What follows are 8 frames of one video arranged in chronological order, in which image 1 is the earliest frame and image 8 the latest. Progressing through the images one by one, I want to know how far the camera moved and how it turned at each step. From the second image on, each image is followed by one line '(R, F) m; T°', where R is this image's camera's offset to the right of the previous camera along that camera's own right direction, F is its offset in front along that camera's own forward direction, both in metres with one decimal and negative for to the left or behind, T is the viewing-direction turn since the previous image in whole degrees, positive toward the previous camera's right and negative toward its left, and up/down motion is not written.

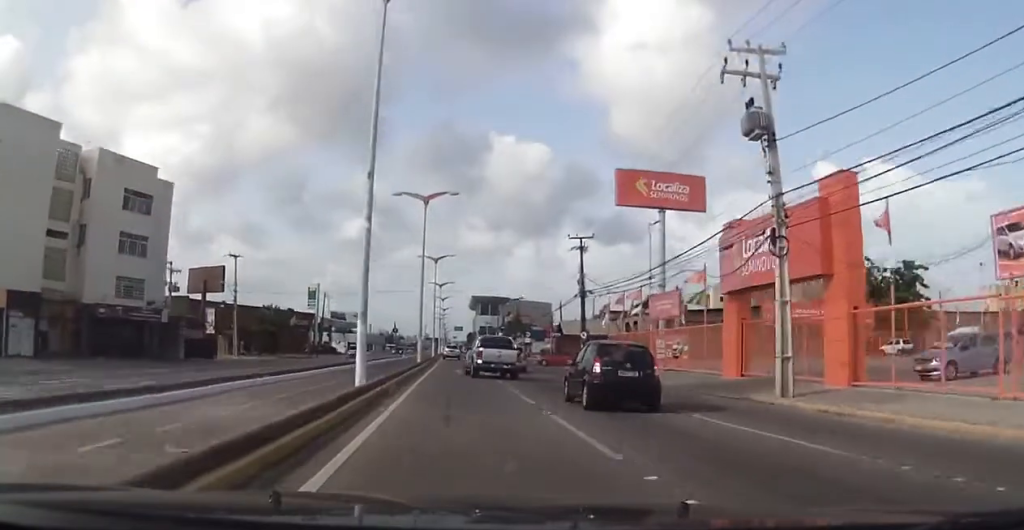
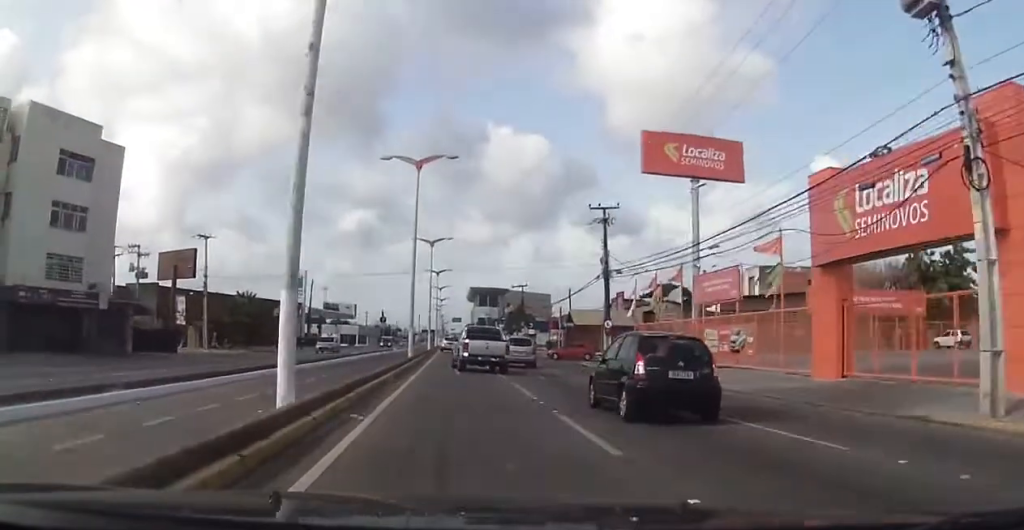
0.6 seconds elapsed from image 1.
(+0.3, +8.5) m; +1°
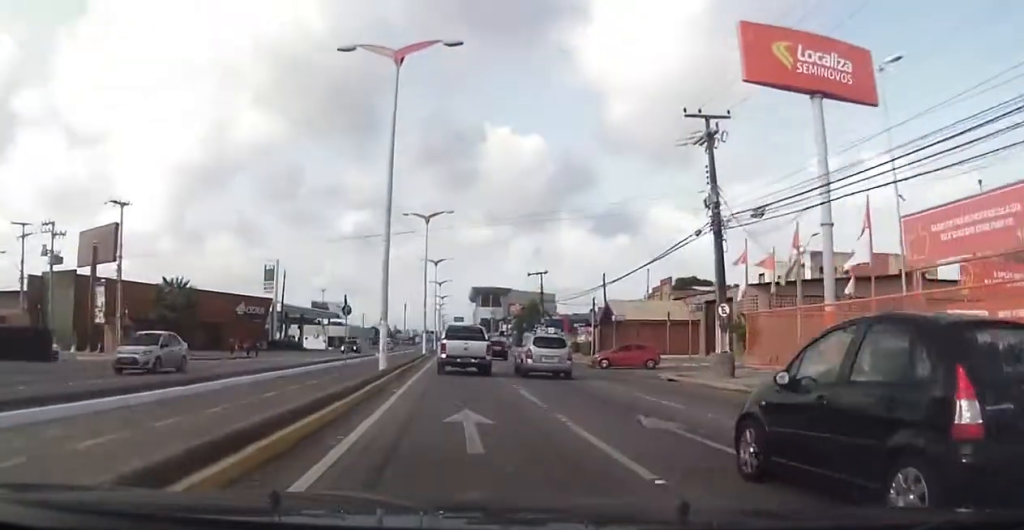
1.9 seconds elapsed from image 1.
(+0.3, +18.5) m; +1°
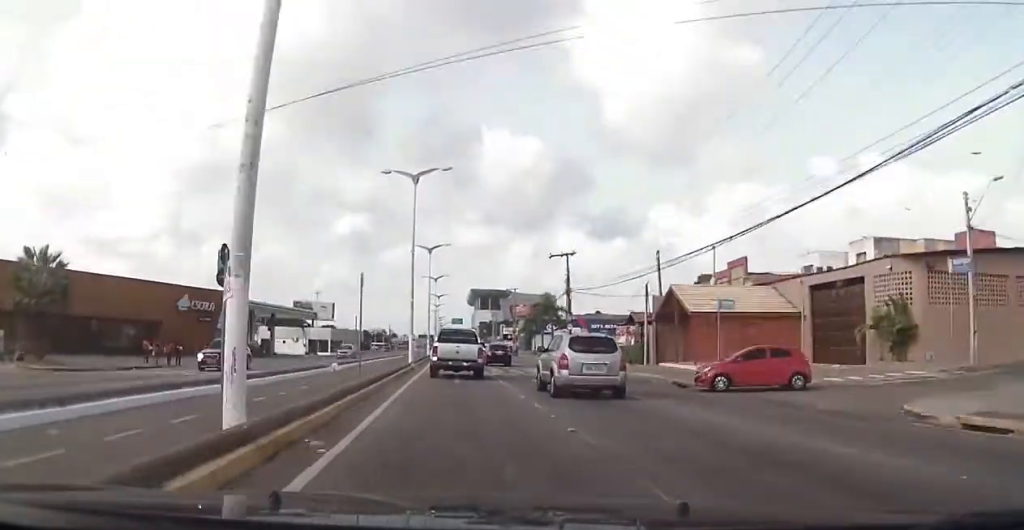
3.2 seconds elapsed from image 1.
(-0.1, +17.8) m; 0°
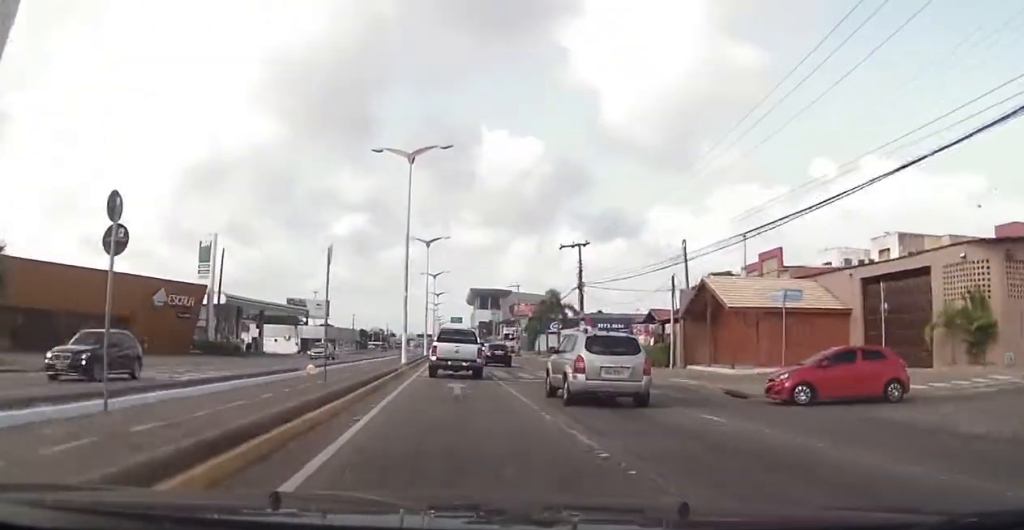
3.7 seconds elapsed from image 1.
(0.0, +5.5) m; +1°
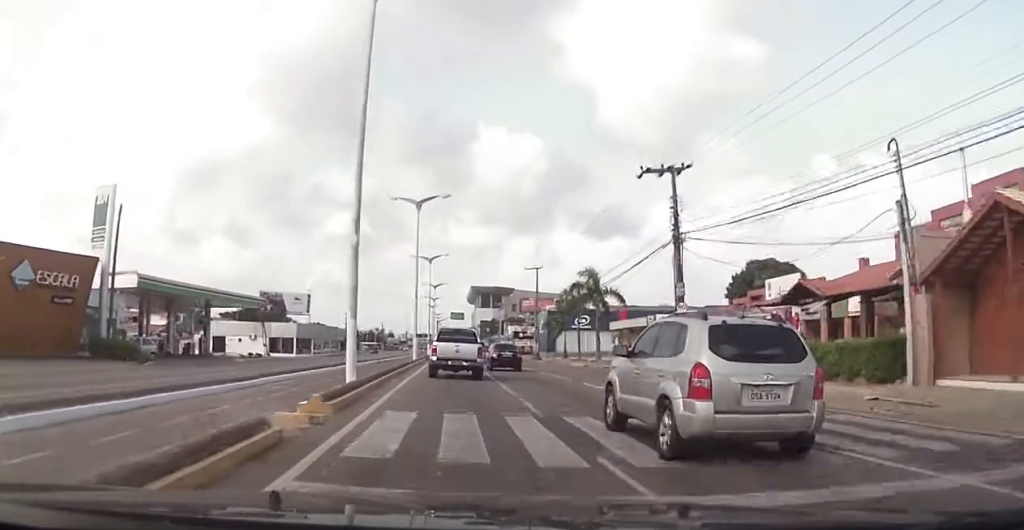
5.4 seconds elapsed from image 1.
(+0.1, +21.3) m; -2°
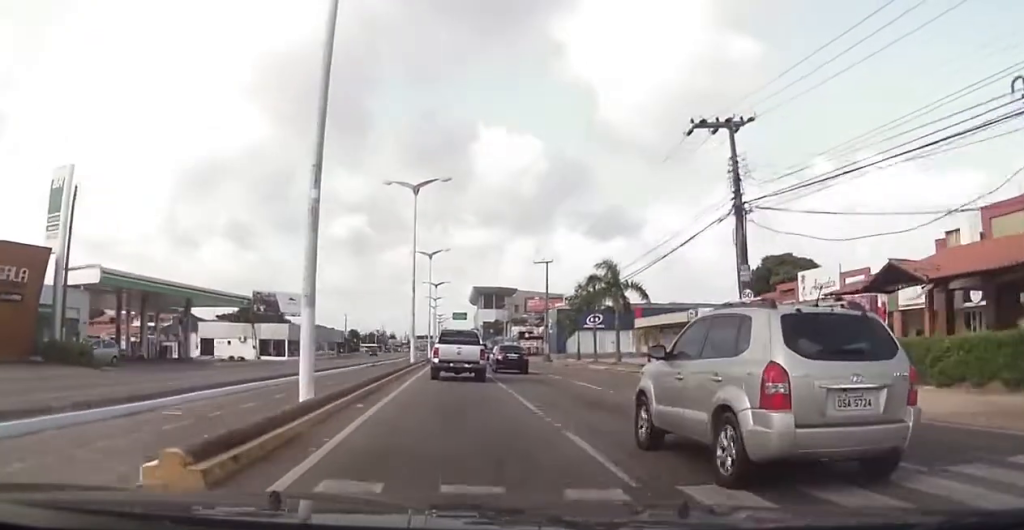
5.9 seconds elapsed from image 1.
(-0.6, +6.2) m; 0°
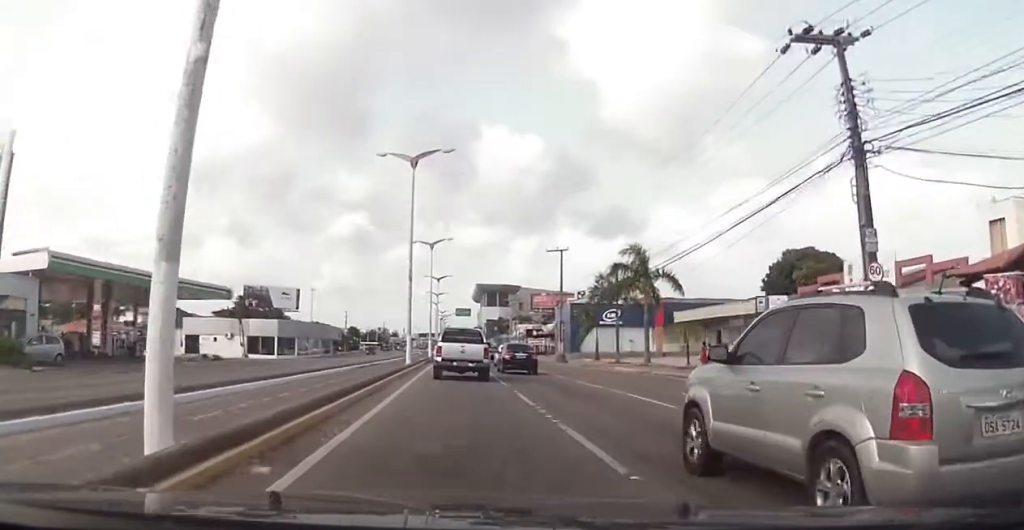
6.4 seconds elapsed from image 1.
(+0.3, +6.9) m; 0°
